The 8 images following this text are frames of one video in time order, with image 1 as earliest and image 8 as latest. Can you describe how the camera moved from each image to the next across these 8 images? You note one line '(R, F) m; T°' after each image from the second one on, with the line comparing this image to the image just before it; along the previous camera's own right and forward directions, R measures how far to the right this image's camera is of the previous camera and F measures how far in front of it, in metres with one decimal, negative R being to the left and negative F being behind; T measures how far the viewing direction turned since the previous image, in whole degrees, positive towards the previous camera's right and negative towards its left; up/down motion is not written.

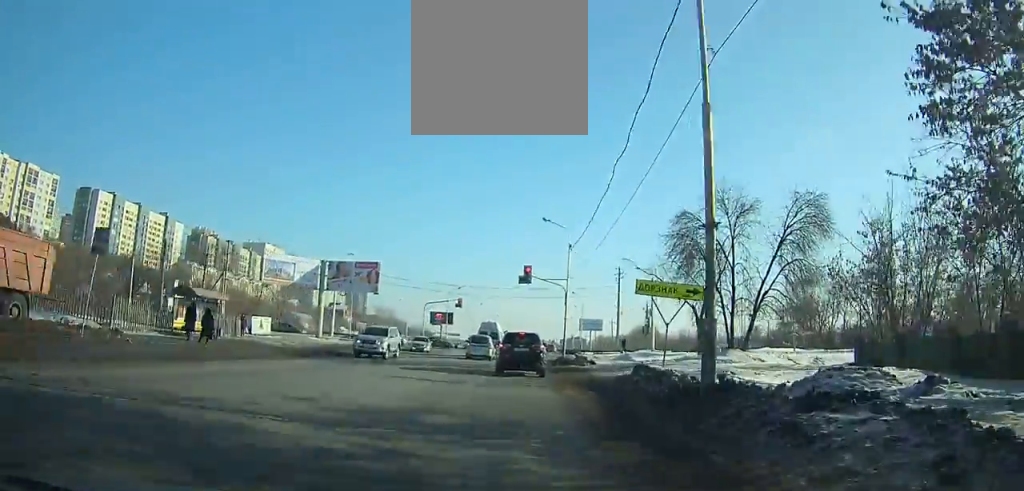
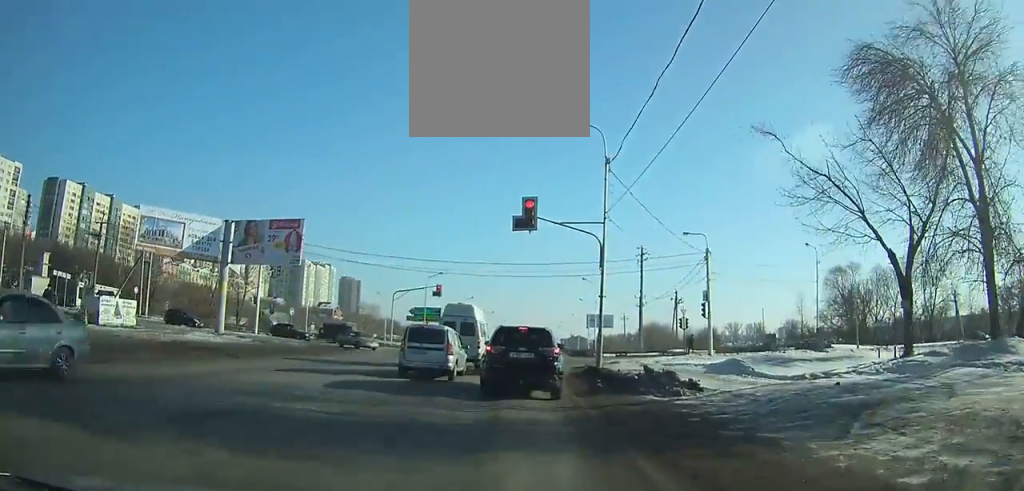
(0.0, +14.2) m; 0°
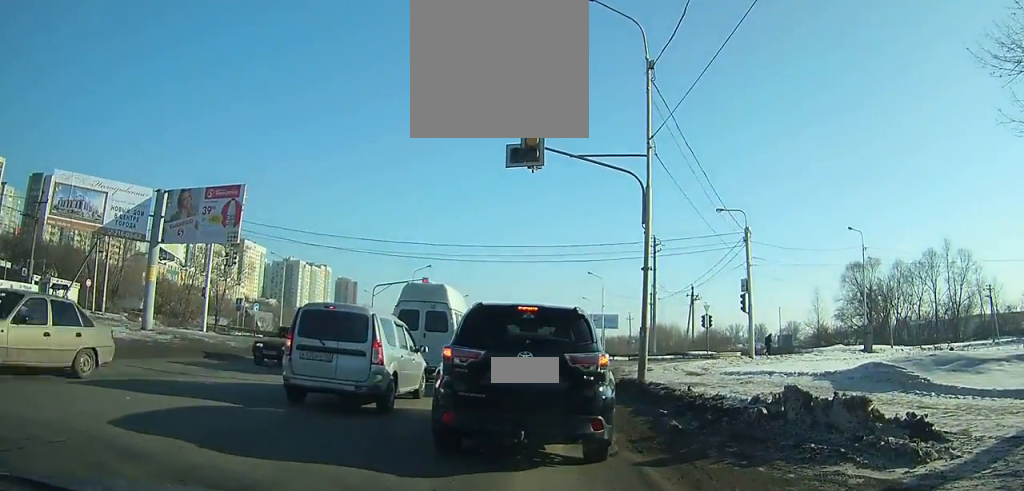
(0.0, +8.7) m; +1°
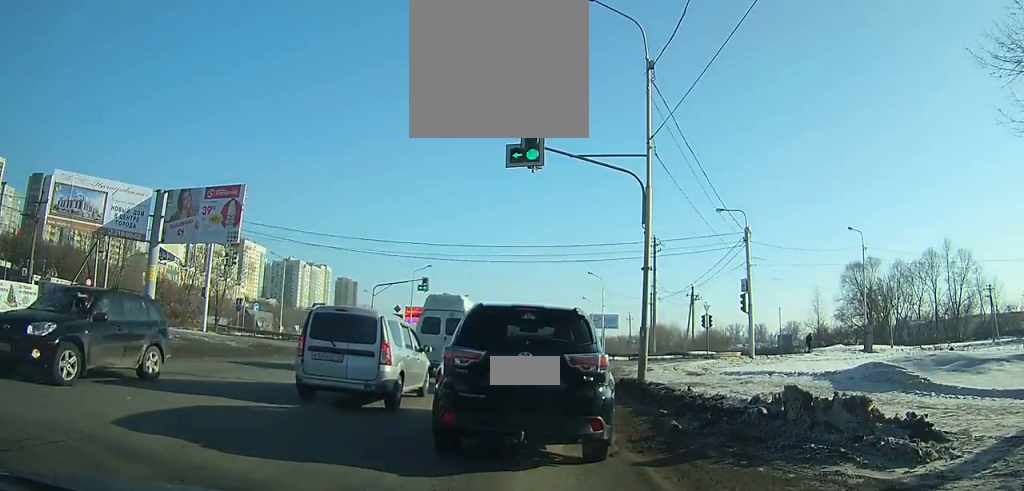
(+0.1, +4.0) m; 0°
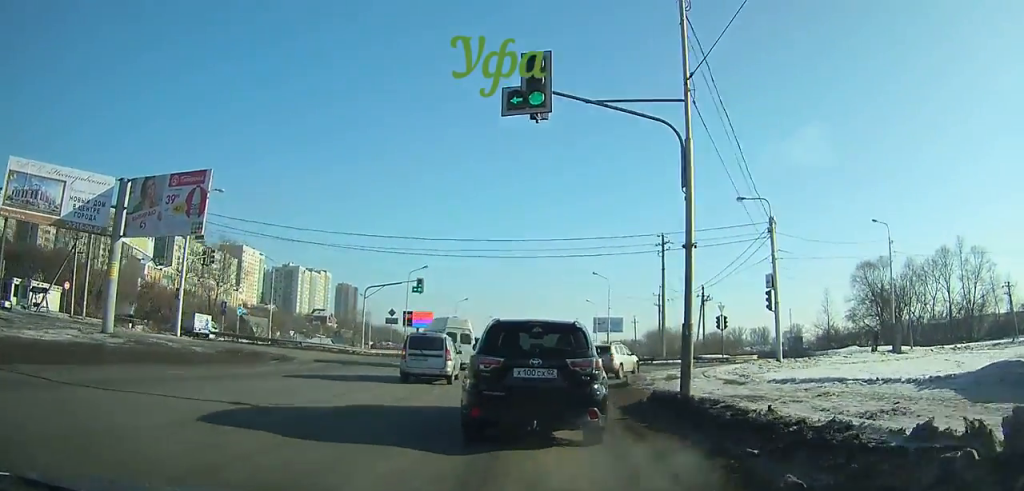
(0.0, +10.0) m; 0°
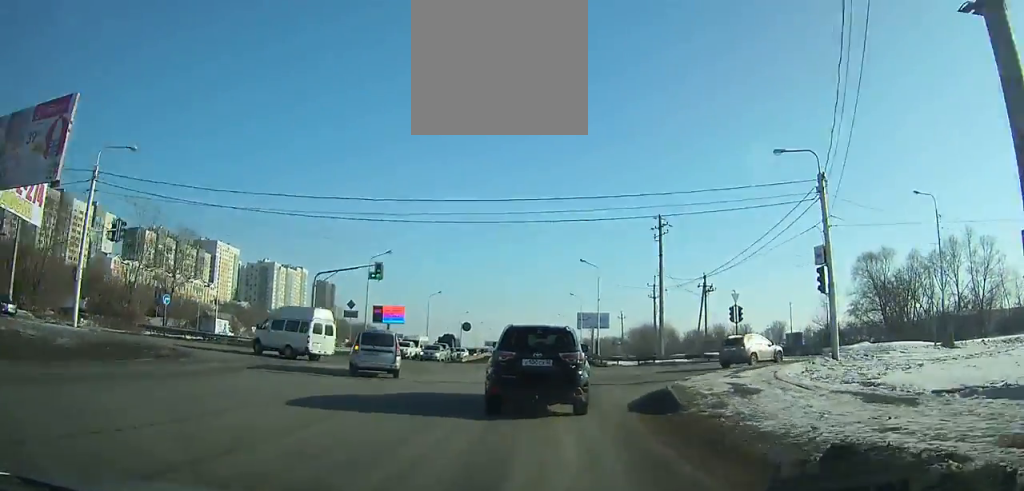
(0.0, +10.1) m; +1°
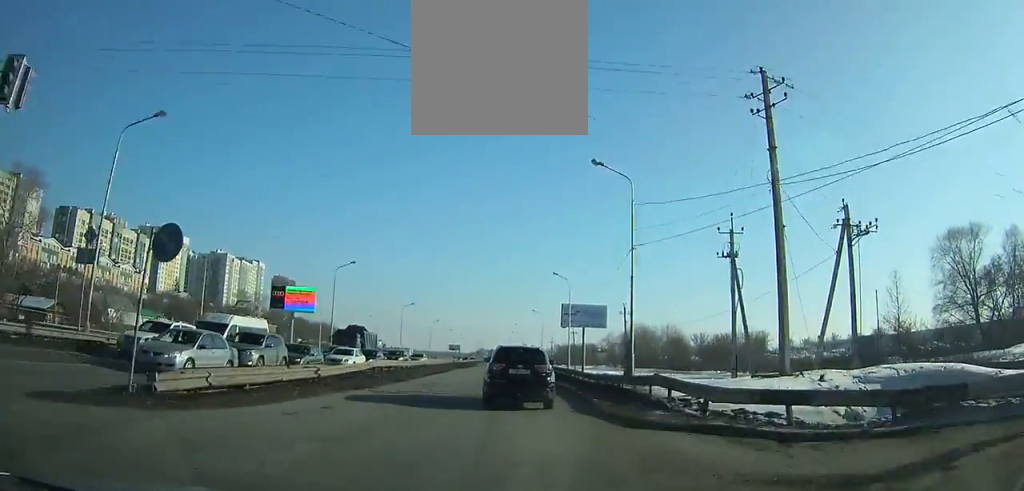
(+0.4, +37.3) m; 0°
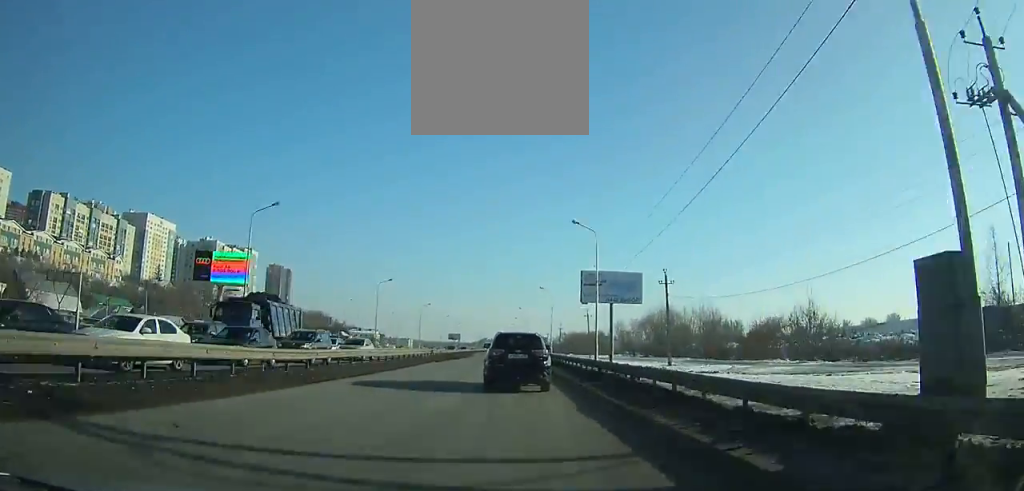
(+0.1, +20.9) m; 0°
